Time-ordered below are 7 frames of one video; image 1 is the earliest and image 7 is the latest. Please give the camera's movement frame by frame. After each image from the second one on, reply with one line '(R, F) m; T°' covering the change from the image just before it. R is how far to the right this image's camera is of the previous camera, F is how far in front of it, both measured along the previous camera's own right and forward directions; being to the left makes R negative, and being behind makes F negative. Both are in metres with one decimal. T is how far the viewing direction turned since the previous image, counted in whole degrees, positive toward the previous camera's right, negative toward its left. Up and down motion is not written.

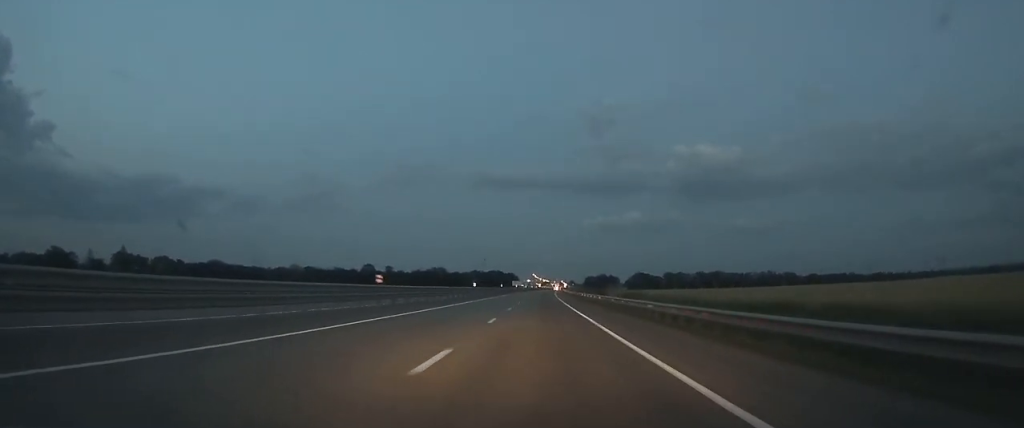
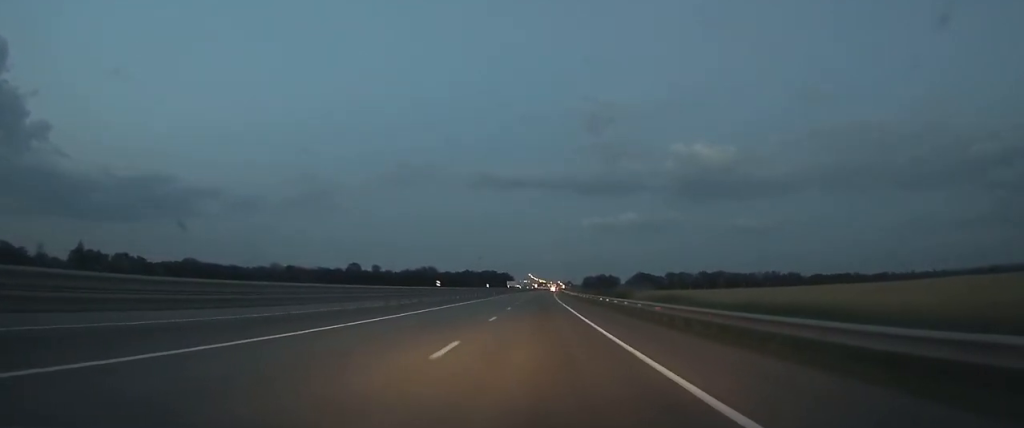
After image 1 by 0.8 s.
(+0.1, +21.6) m; 0°
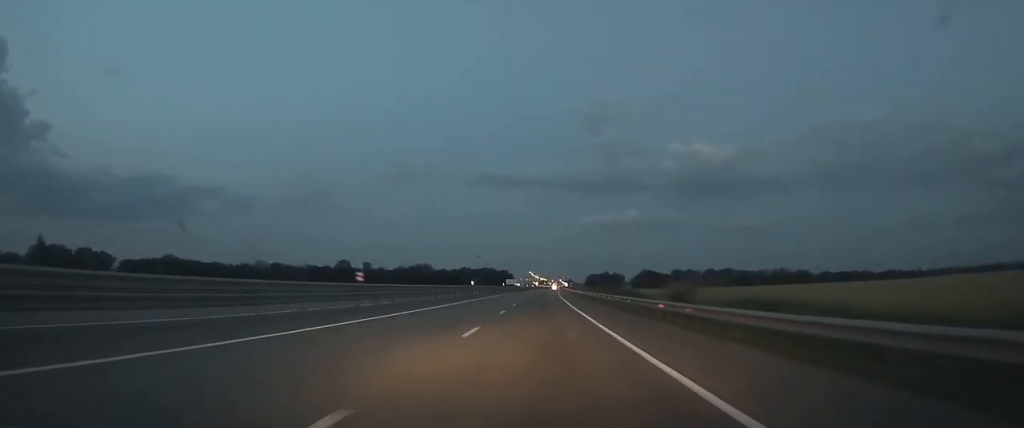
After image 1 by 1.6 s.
(0.0, +19.7) m; 0°
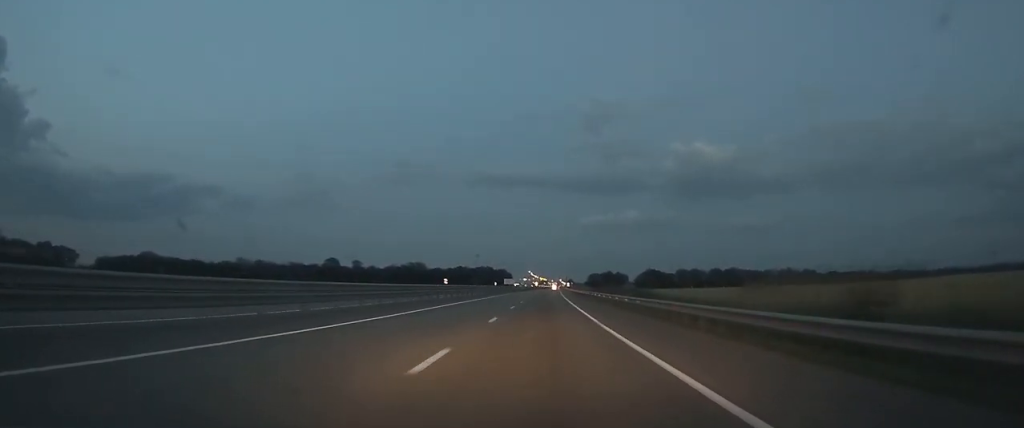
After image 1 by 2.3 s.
(0.0, +17.8) m; 0°
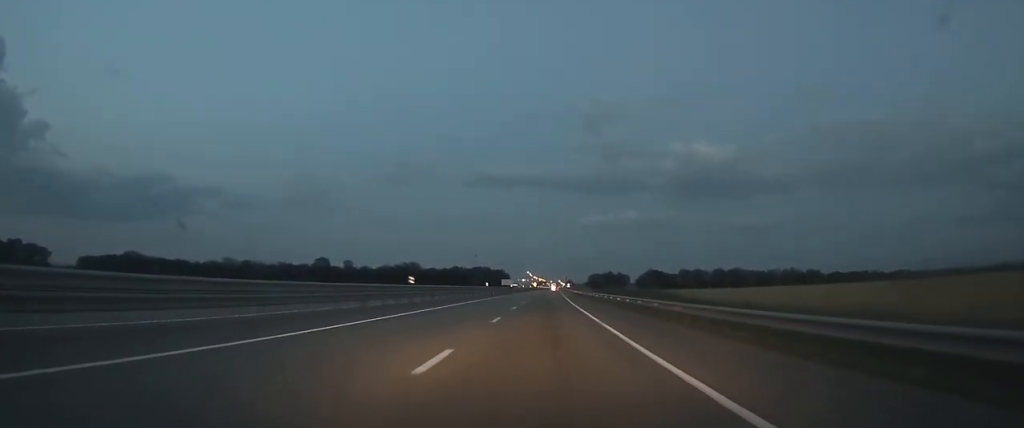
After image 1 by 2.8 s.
(0.0, +11.8) m; 0°
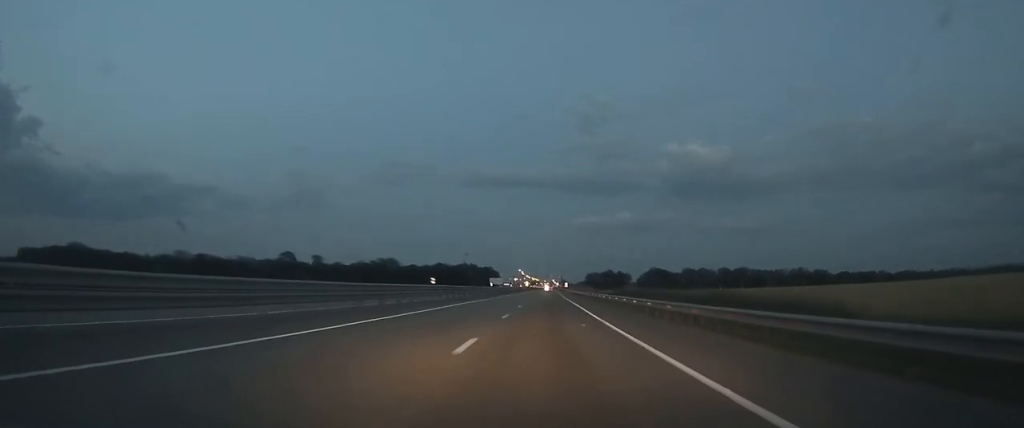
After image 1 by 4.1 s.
(+0.2, +33.3) m; 0°
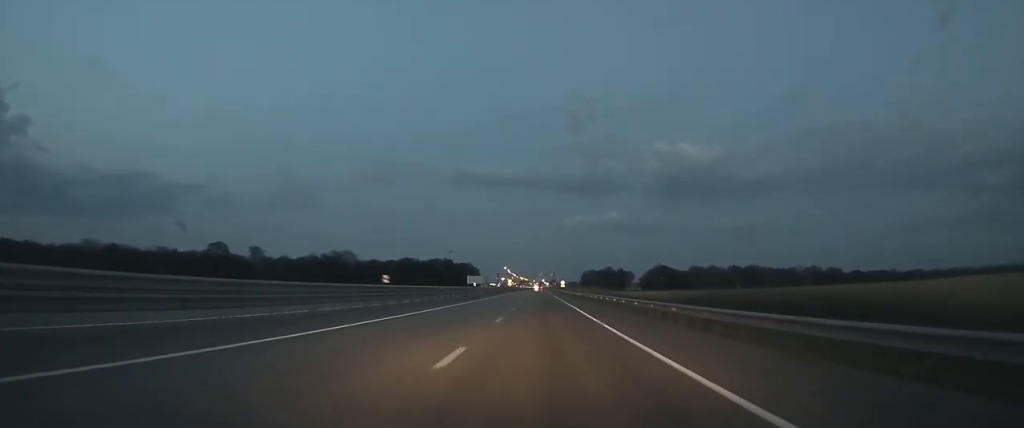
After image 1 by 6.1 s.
(+0.5, +49.5) m; +1°
